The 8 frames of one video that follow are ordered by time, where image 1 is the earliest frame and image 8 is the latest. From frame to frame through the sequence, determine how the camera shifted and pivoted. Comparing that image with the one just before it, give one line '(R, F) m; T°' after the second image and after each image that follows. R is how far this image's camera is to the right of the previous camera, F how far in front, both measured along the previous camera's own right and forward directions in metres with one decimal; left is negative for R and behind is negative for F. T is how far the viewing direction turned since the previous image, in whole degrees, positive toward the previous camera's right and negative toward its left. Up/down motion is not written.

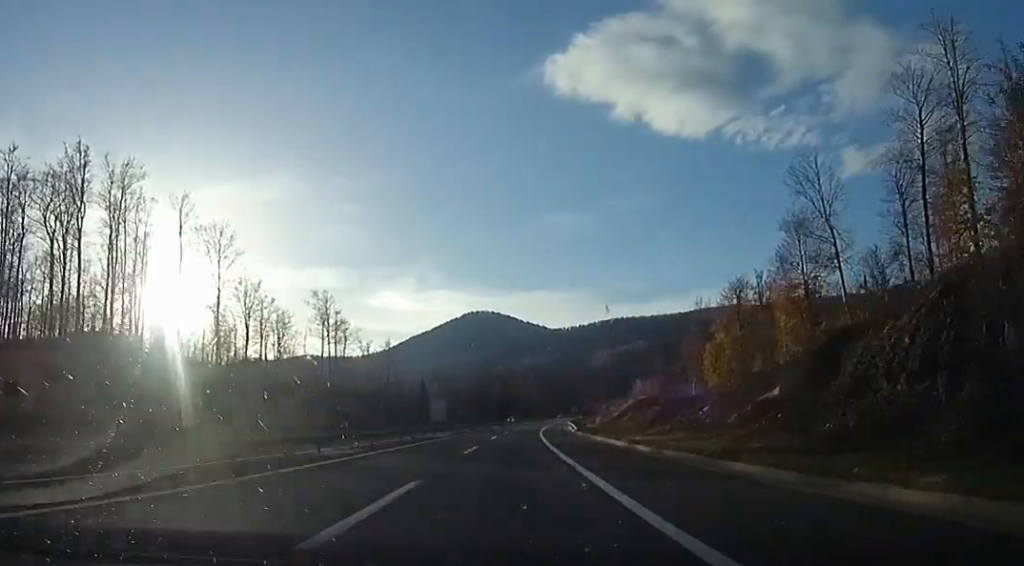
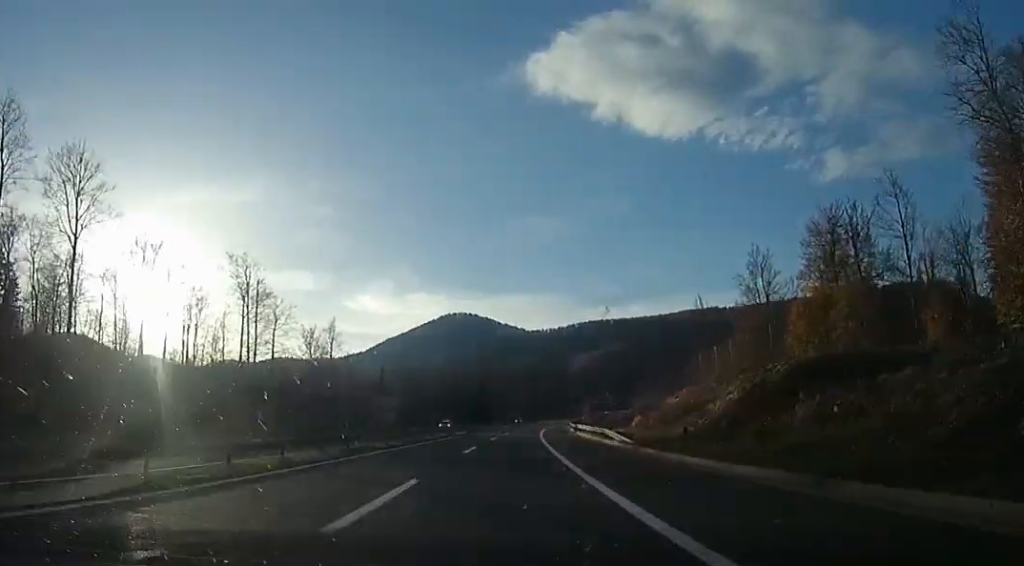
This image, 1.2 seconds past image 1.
(+0.1, +35.1) m; +1°
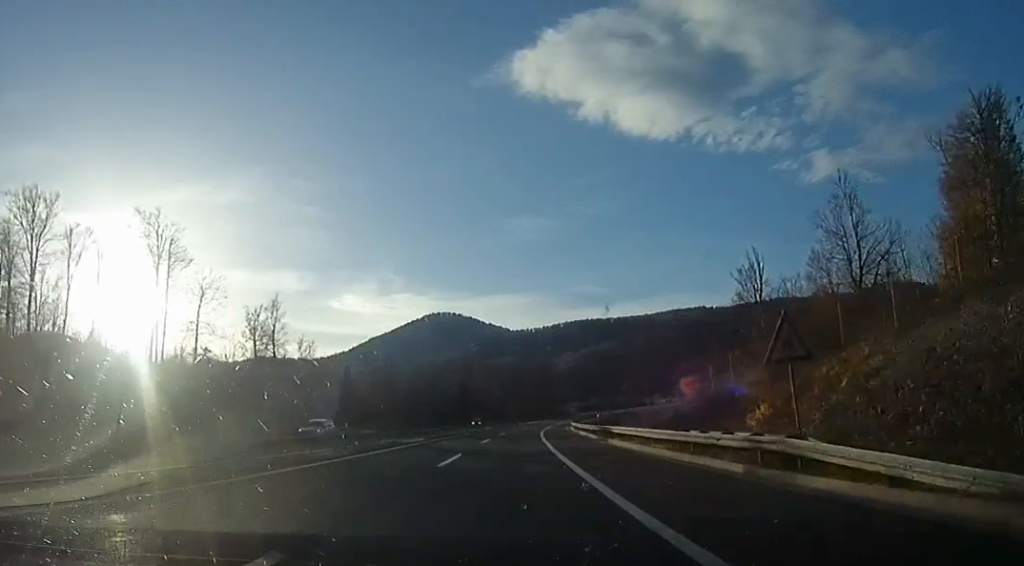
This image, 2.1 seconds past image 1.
(-0.1, +25.5) m; +3°
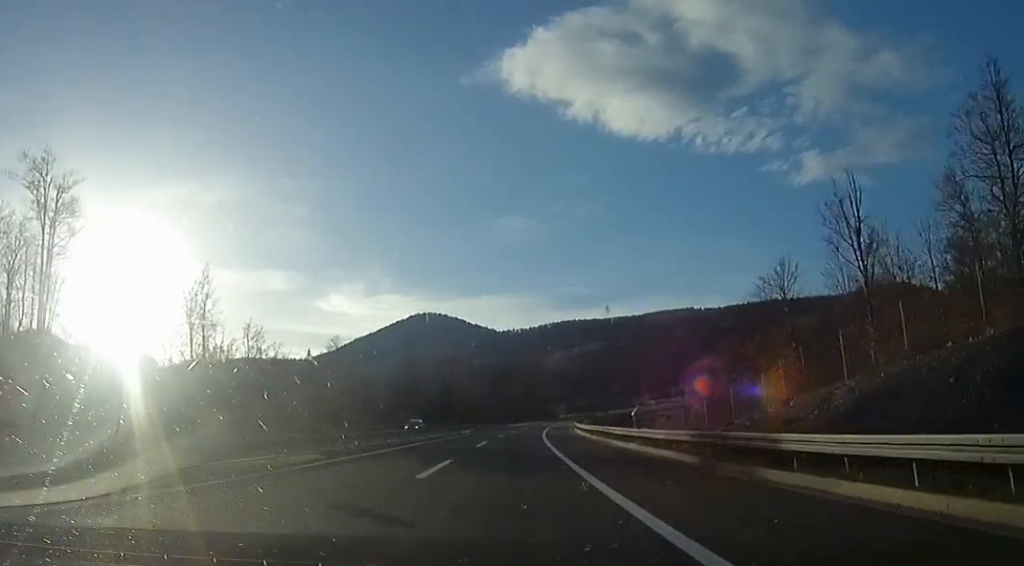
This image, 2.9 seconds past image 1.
(+1.2, +21.7) m; +2°
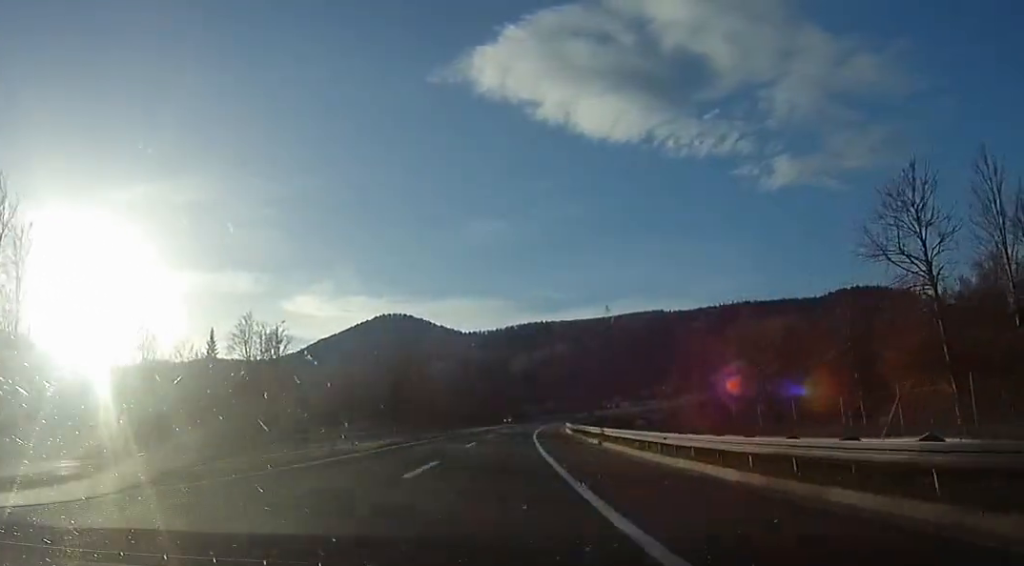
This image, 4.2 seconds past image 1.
(+0.5, +35.3) m; +3°
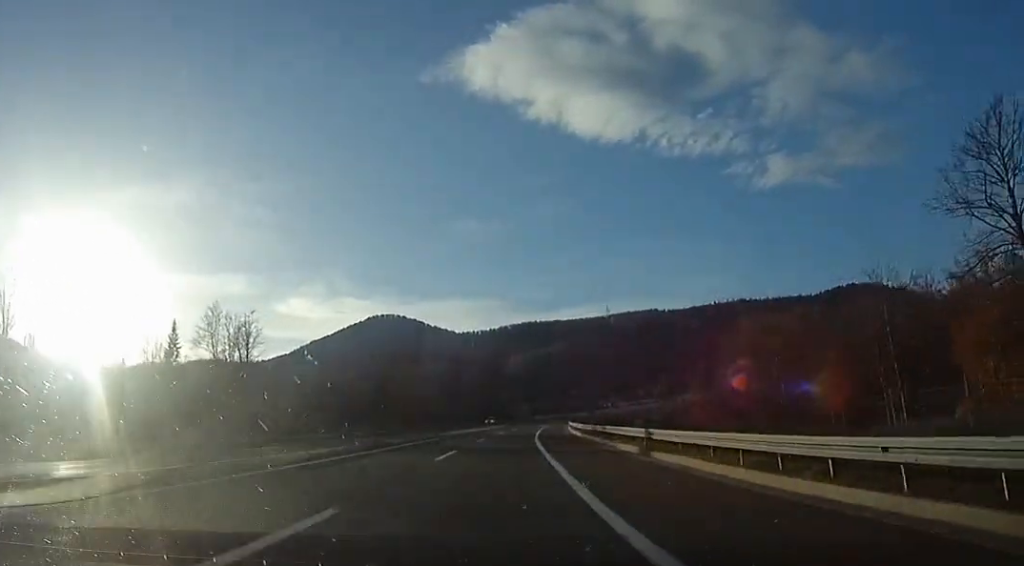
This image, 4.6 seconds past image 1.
(+0.5, +11.8) m; +1°
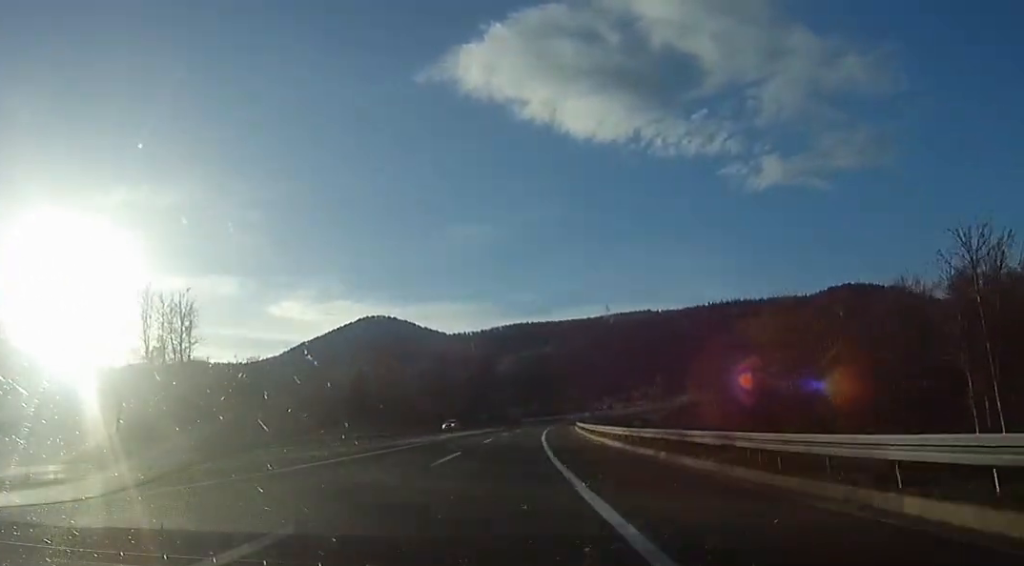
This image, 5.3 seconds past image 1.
(+0.5, +19.8) m; +1°
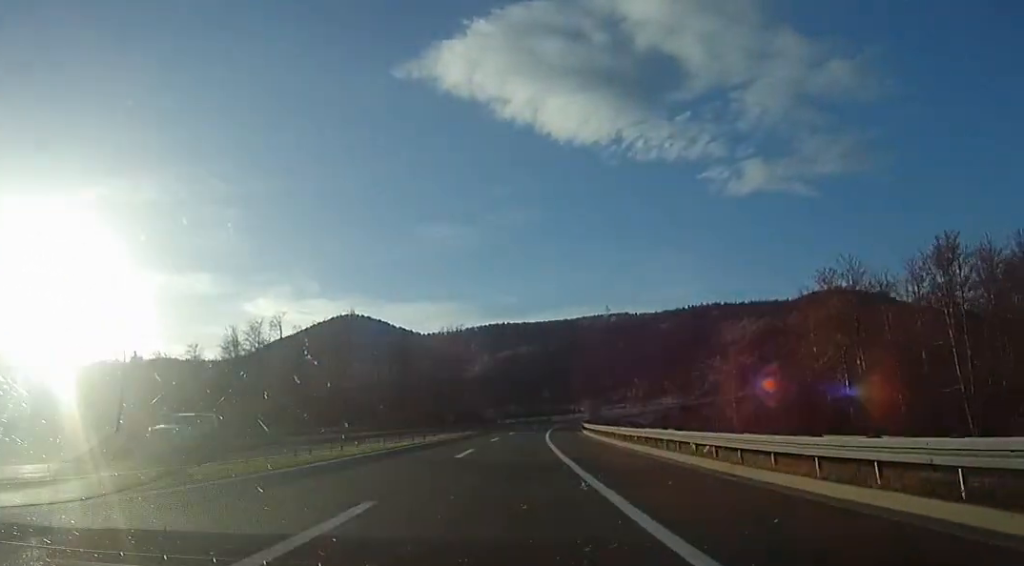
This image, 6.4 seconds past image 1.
(0.0, +33.1) m; 0°
